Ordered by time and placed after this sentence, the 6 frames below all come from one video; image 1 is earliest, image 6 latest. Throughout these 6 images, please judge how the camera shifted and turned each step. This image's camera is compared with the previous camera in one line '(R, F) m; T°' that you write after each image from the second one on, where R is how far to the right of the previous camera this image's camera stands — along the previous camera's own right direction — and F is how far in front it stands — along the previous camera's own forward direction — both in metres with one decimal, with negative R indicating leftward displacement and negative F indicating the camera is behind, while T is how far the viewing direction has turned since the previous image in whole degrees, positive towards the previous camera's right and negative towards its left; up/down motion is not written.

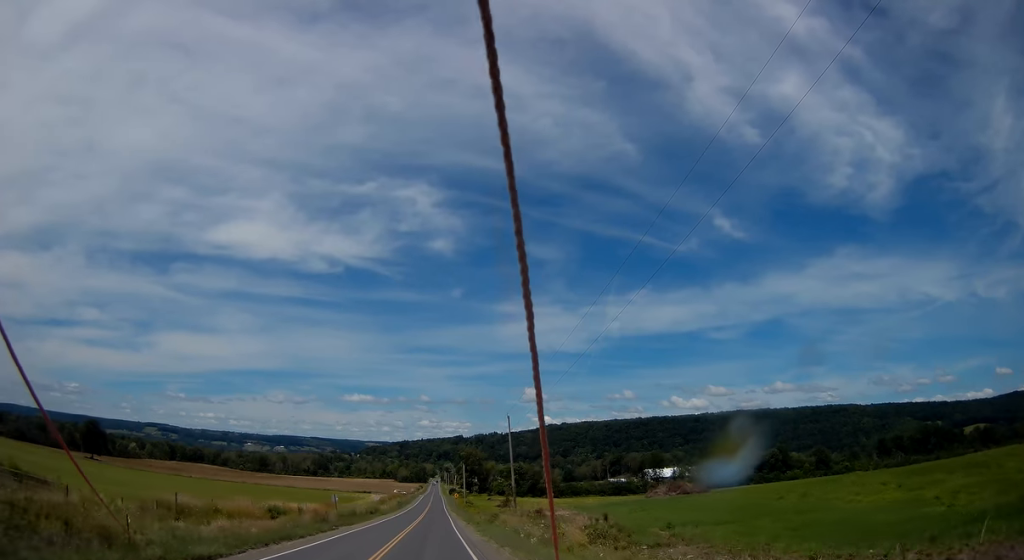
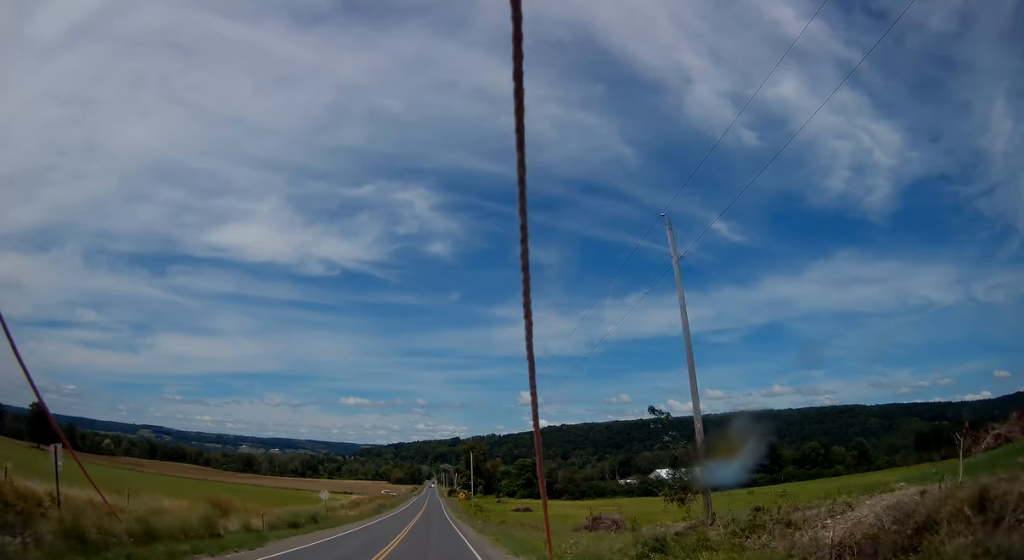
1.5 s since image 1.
(0.0, +40.4) m; 0°
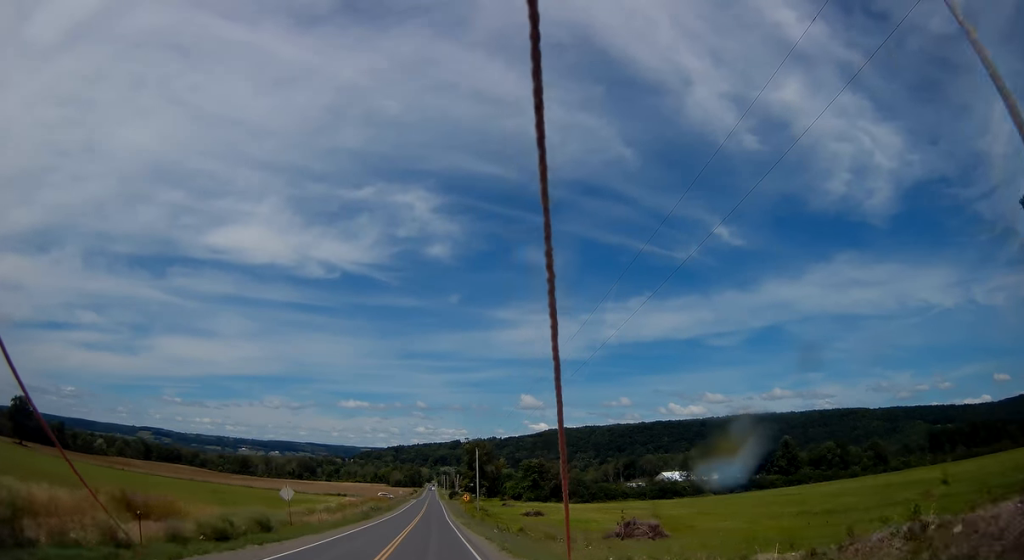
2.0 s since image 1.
(0.0, +12.4) m; 0°
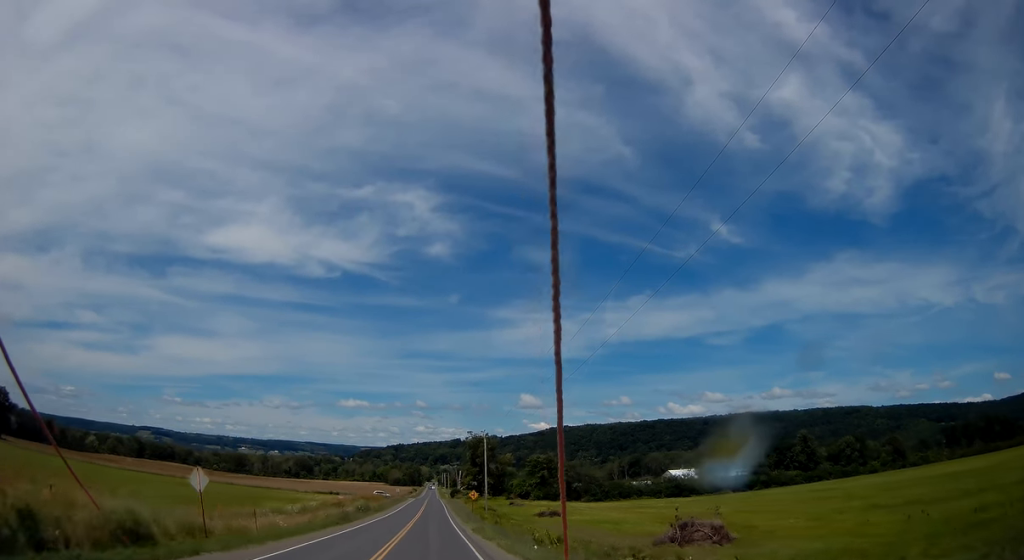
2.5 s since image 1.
(0.0, +14.1) m; 0°
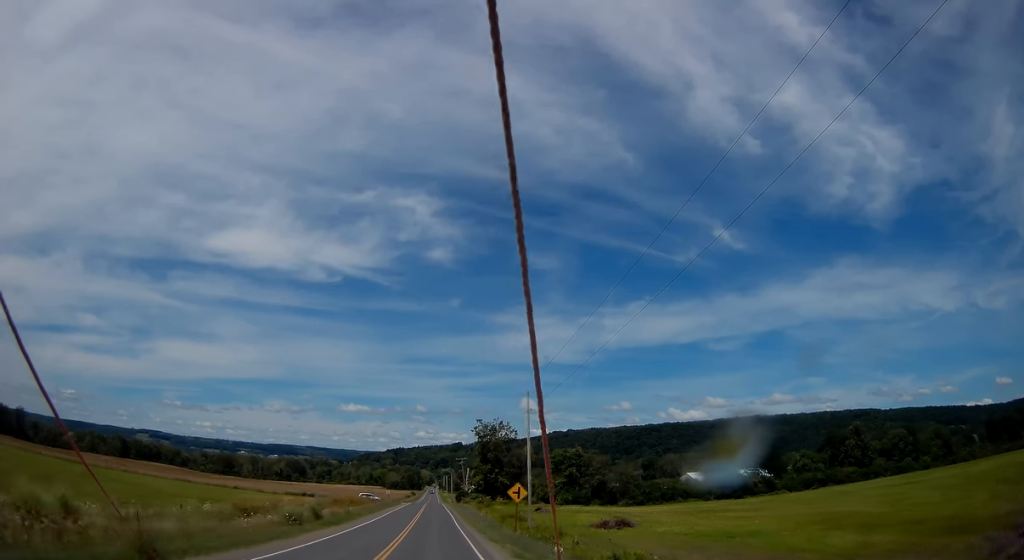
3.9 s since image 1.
(+0.2, +34.3) m; +1°
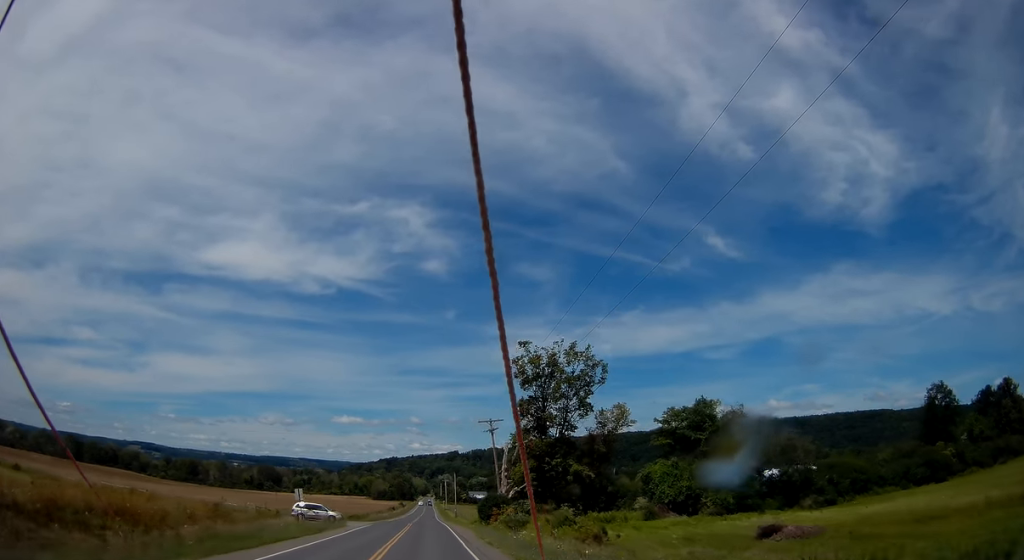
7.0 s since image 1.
(-0.7, +72.3) m; 0°
